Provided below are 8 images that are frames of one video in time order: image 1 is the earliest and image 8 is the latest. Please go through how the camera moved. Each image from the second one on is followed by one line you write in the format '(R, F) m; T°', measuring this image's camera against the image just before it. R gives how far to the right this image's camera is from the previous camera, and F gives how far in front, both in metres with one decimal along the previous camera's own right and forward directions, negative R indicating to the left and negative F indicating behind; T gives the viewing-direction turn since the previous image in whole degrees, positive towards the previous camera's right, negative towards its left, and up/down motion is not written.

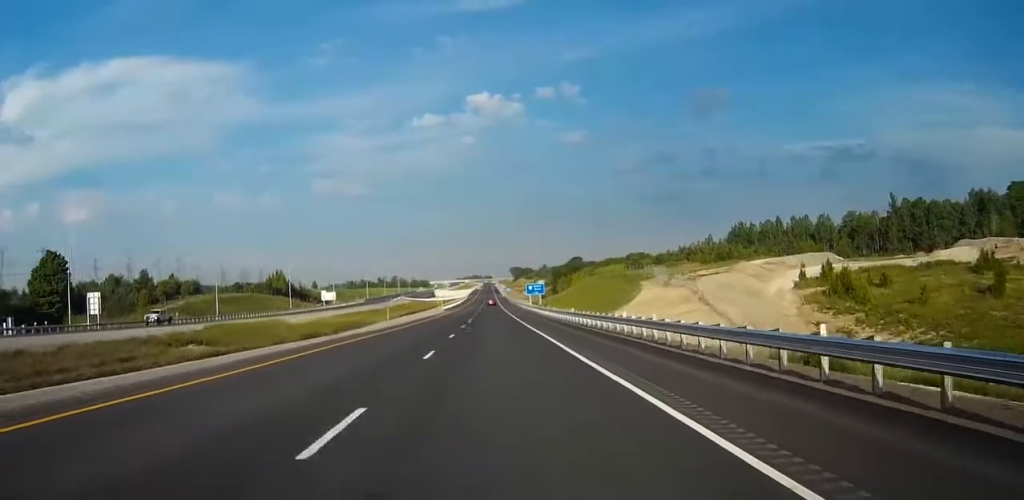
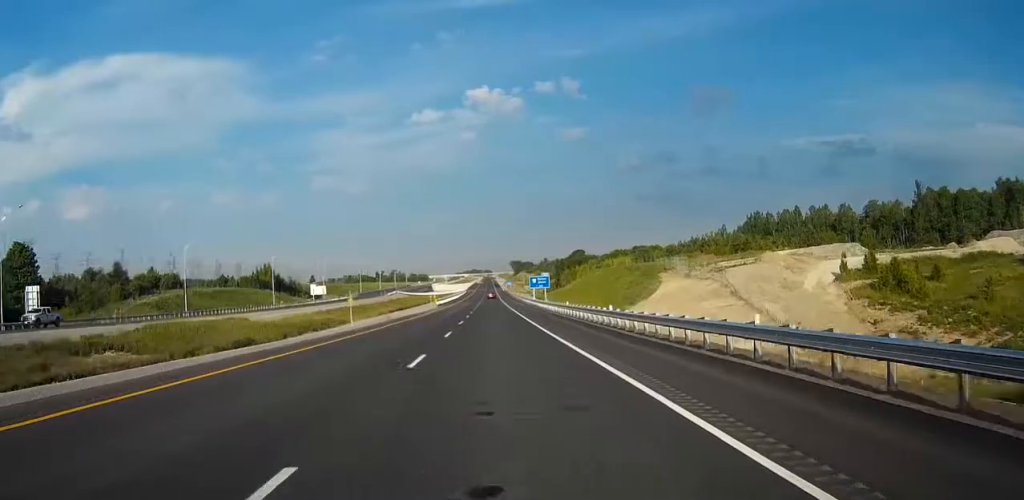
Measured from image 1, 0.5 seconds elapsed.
(0.0, +15.6) m; 0°
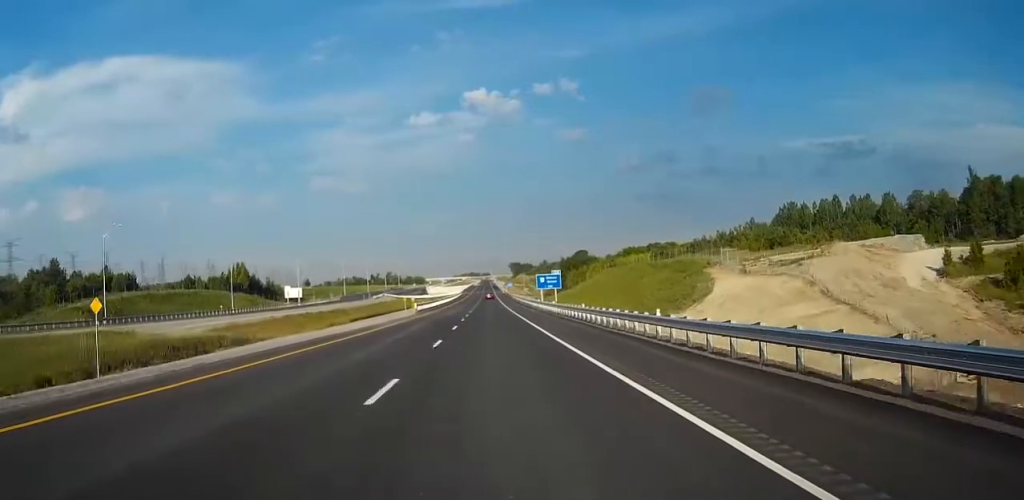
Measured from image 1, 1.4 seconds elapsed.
(0.0, +29.0) m; 0°
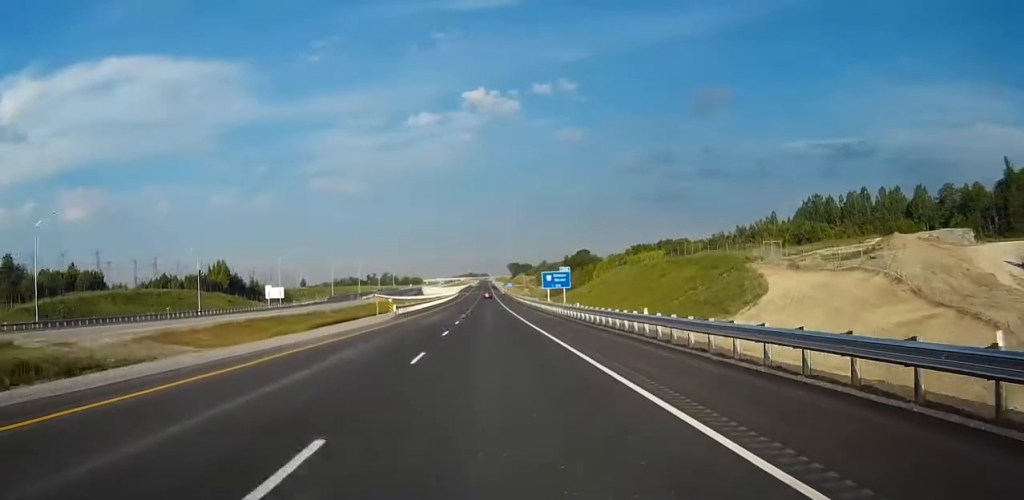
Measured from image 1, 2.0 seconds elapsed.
(0.0, +17.6) m; 0°
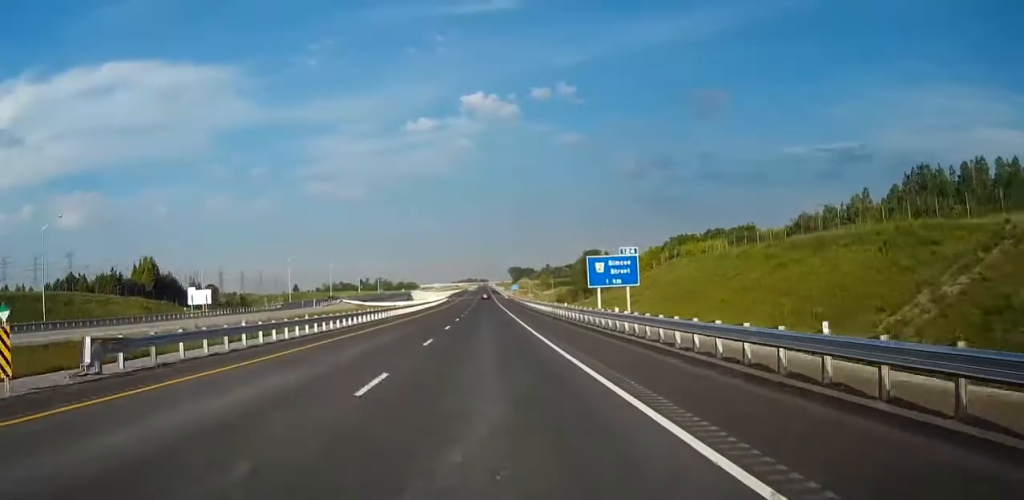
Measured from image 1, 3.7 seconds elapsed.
(0.0, +52.9) m; 0°
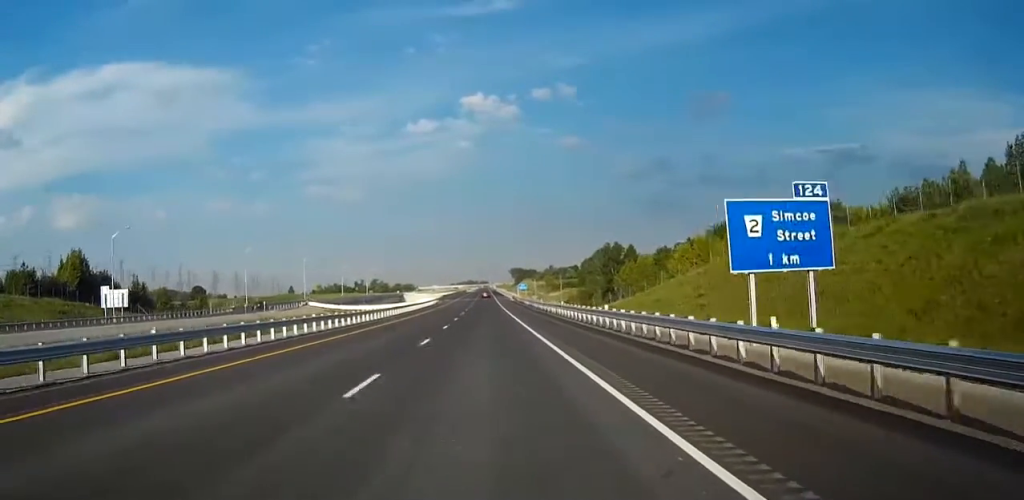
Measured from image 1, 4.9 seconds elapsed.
(0.0, +36.2) m; 0°
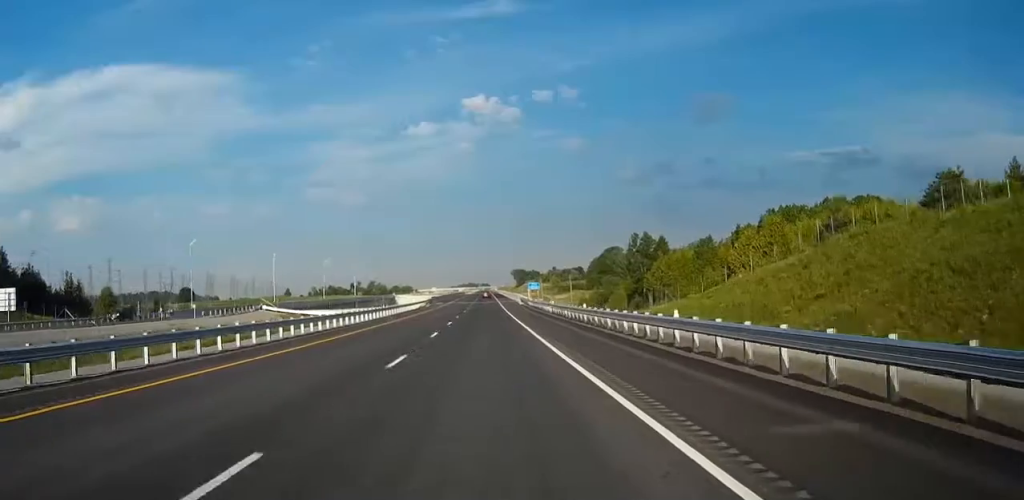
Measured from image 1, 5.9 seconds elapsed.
(0.0, +31.0) m; 0°
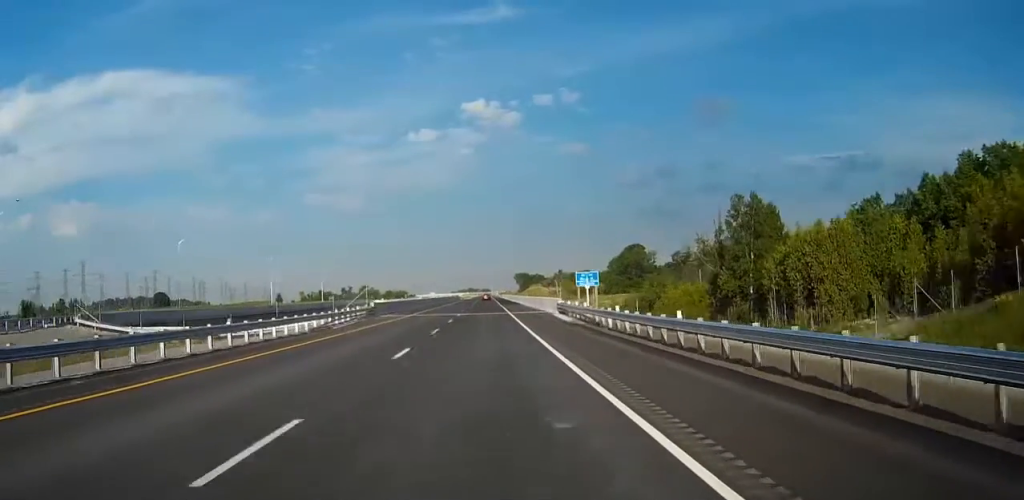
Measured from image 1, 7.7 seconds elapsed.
(0.0, +57.6) m; 0°
